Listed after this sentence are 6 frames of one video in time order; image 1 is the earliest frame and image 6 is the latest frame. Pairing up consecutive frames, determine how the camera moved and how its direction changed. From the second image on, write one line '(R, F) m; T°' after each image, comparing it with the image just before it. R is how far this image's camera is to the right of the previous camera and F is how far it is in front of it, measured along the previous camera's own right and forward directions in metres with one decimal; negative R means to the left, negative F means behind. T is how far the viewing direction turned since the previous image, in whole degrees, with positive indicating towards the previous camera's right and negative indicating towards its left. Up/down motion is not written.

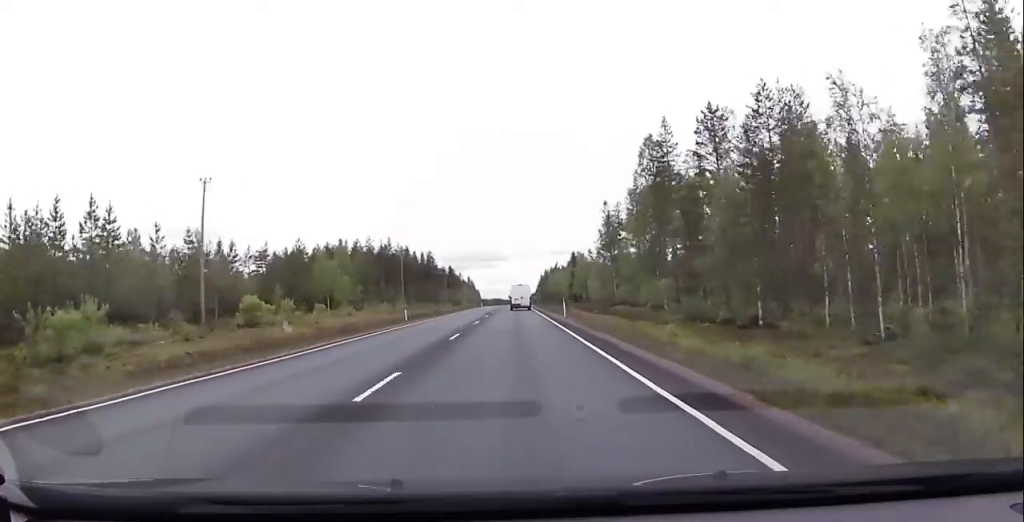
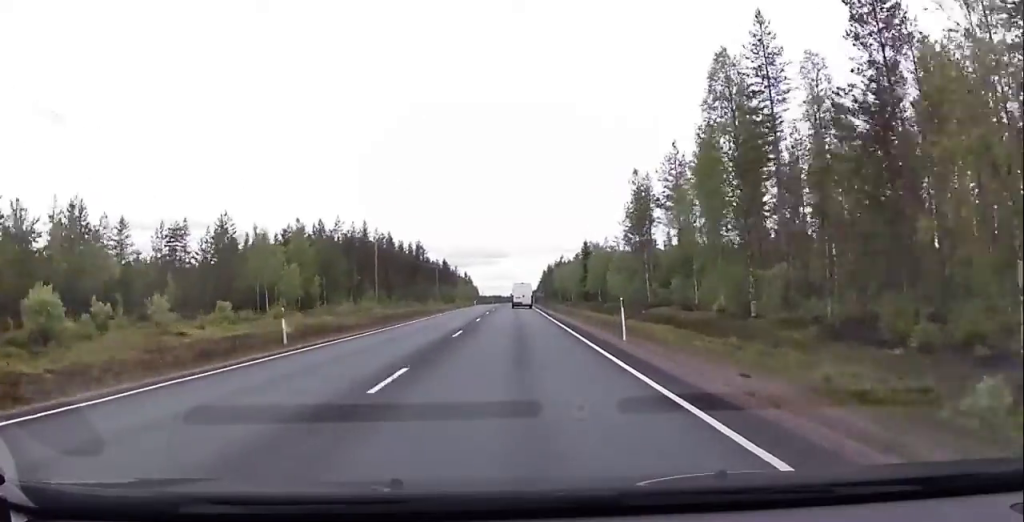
(-0.2, +23.2) m; 0°
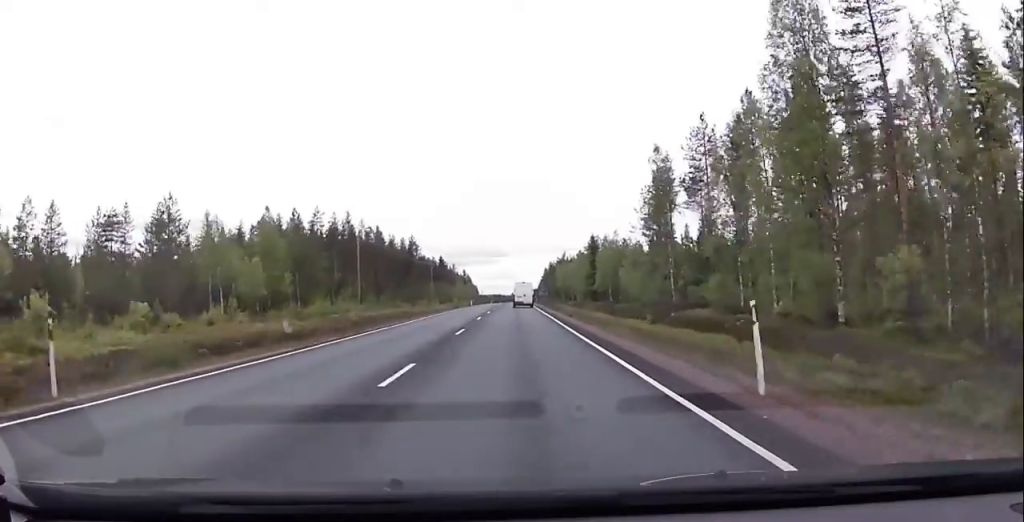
(-0.1, +11.2) m; 0°
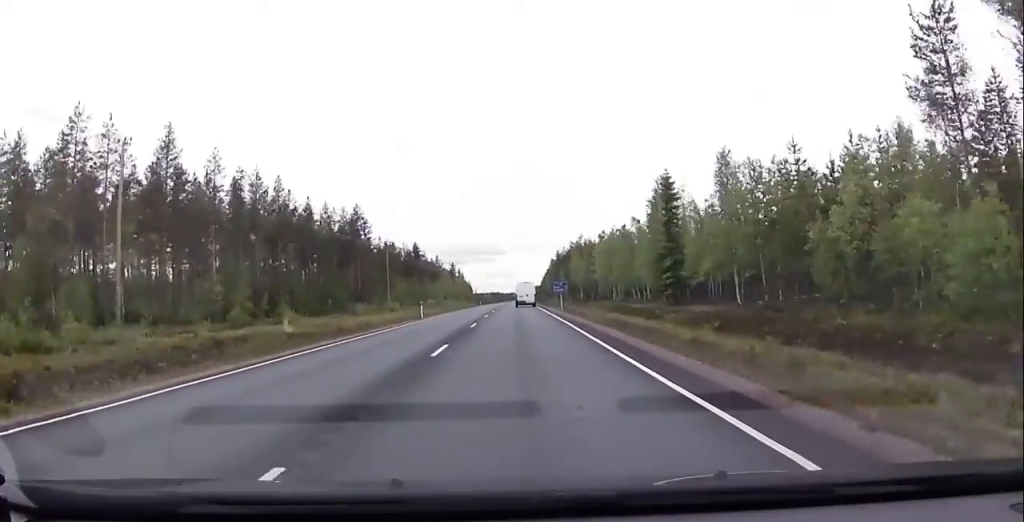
(+0.7, +55.4) m; -1°
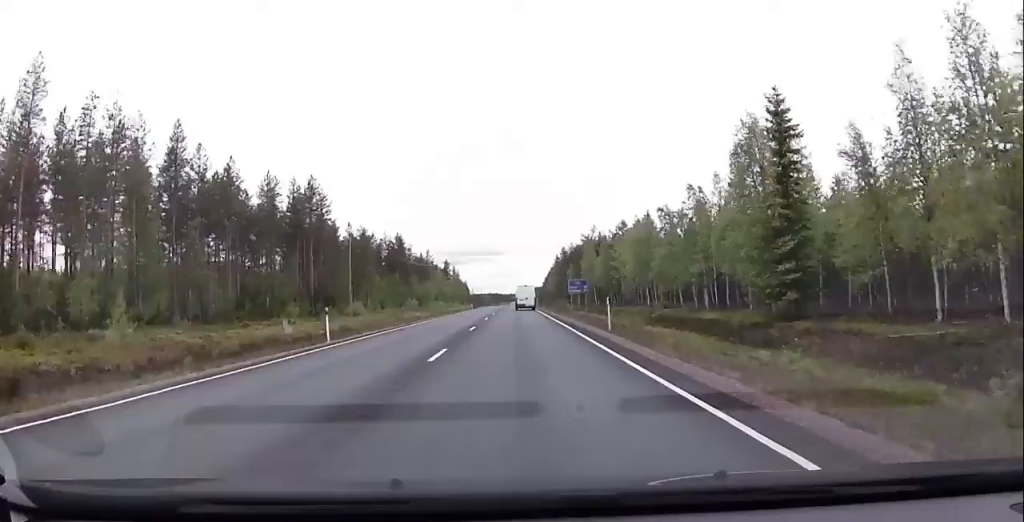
(-0.3, +24.9) m; 0°
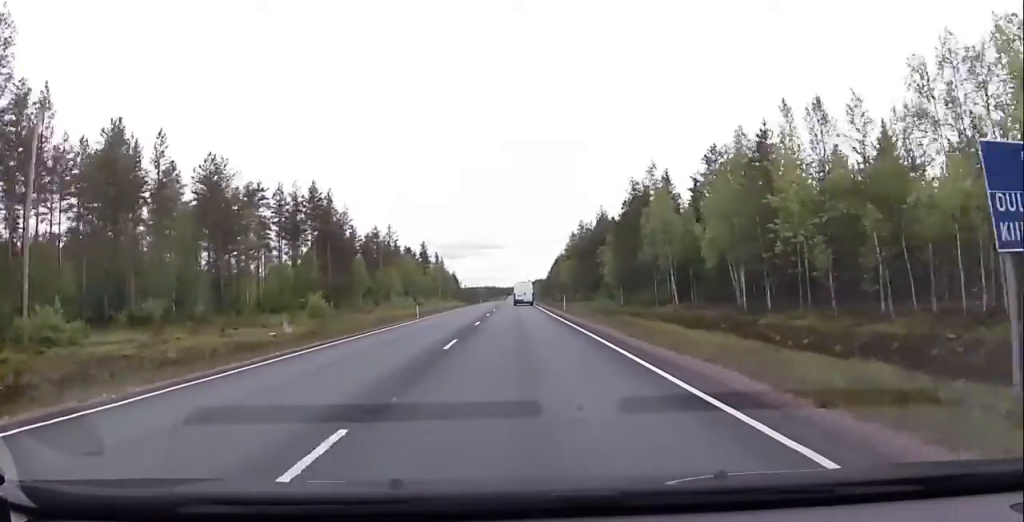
(+1.2, +57.6) m; +1°
